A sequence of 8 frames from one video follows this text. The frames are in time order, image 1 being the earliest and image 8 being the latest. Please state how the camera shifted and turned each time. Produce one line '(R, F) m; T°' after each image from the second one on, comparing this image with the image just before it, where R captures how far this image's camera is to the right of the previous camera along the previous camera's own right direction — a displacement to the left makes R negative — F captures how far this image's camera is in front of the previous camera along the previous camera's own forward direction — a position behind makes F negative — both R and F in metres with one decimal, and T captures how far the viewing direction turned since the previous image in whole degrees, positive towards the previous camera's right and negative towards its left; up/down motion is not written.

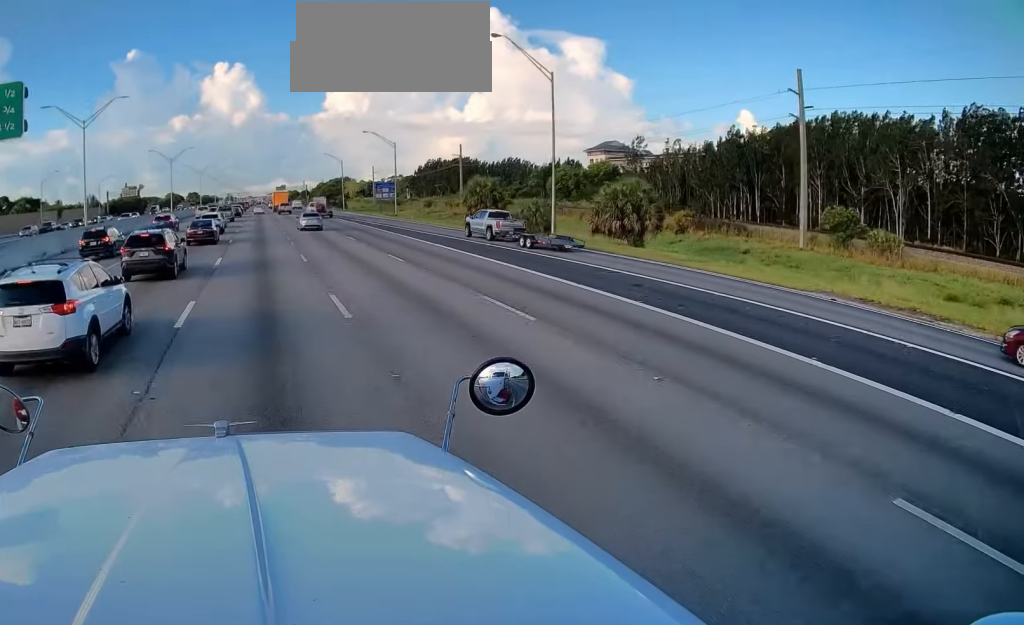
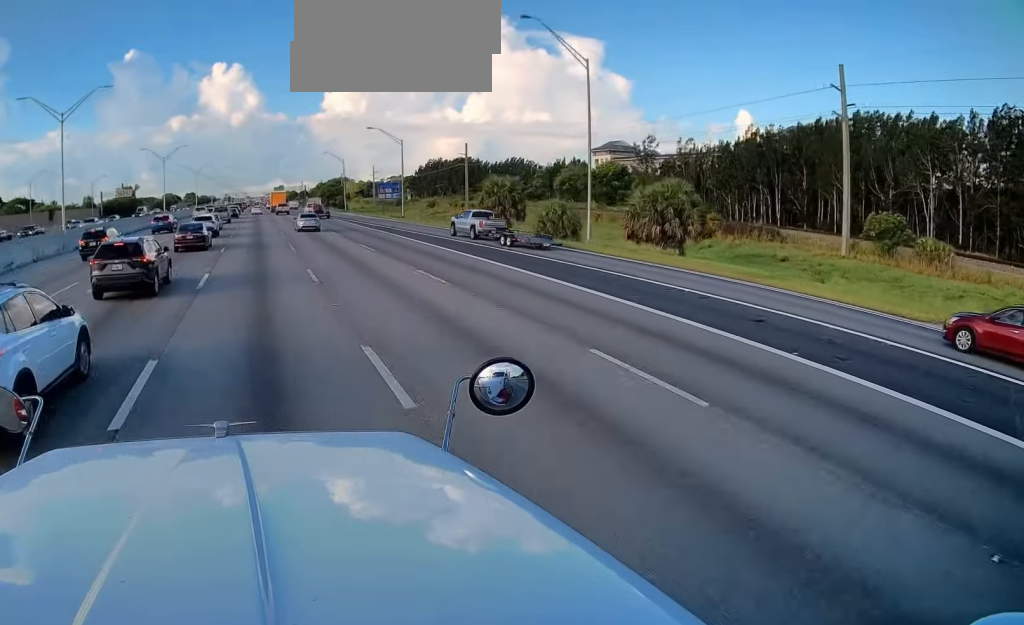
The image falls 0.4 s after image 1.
(-0.1, +5.0) m; 0°
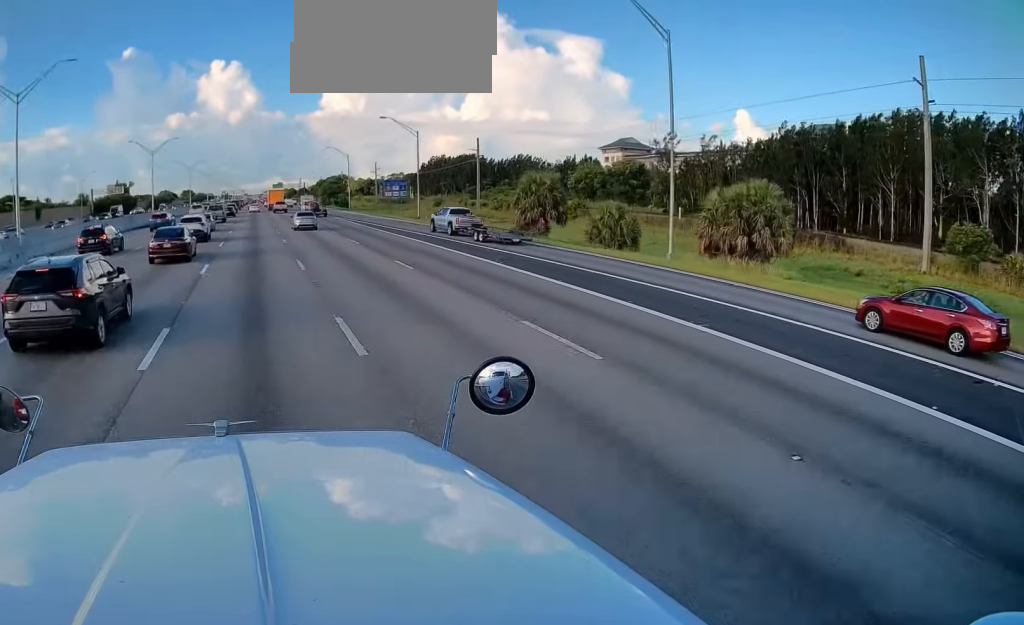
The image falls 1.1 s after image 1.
(+0.1, +8.6) m; +1°
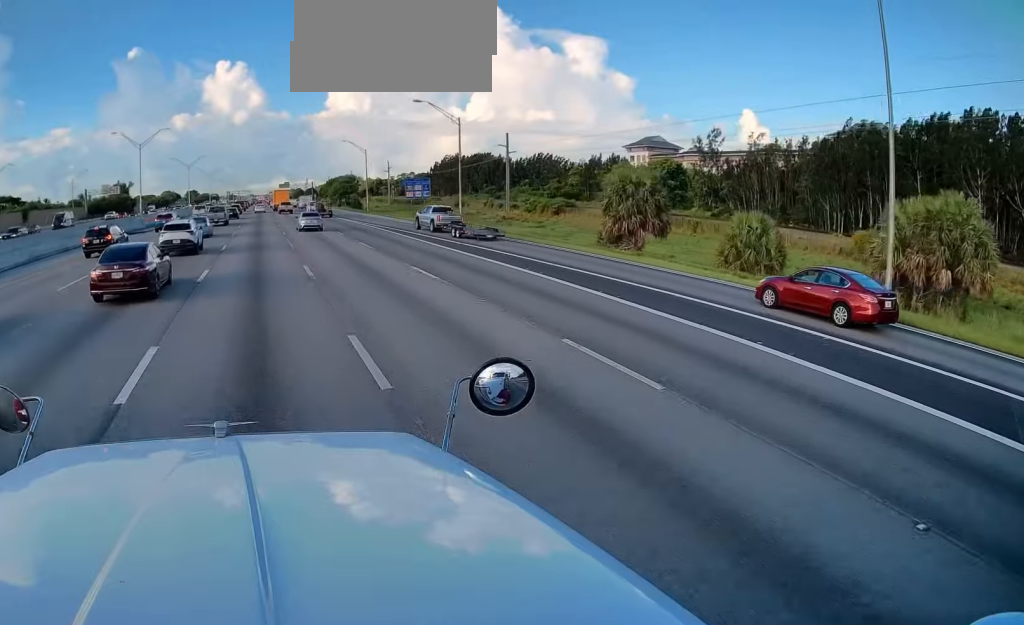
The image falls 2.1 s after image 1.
(+0.1, +12.8) m; 0°
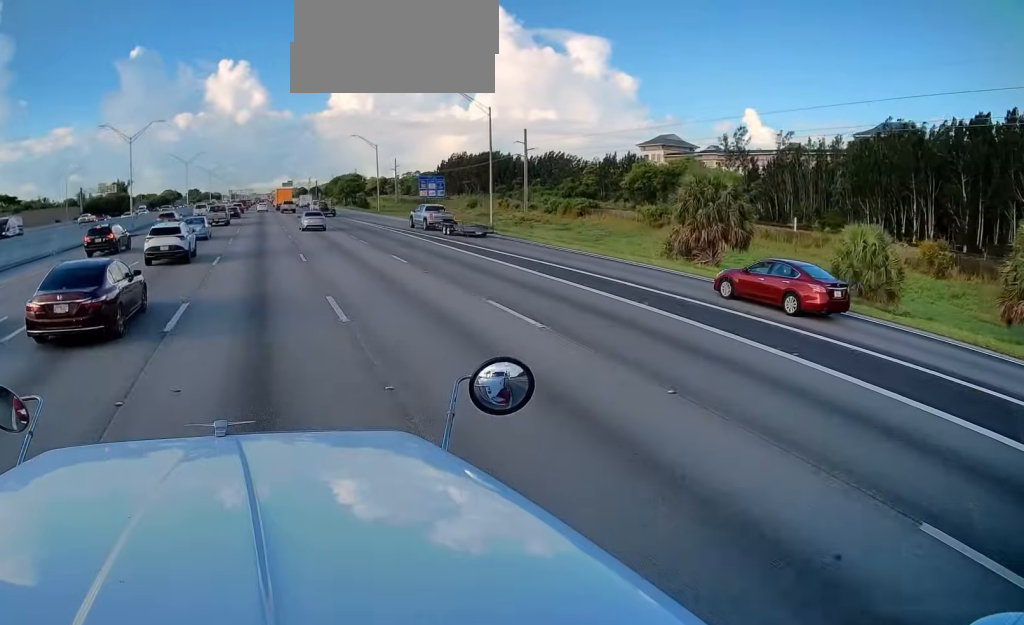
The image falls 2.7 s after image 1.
(0.0, +7.9) m; -1°
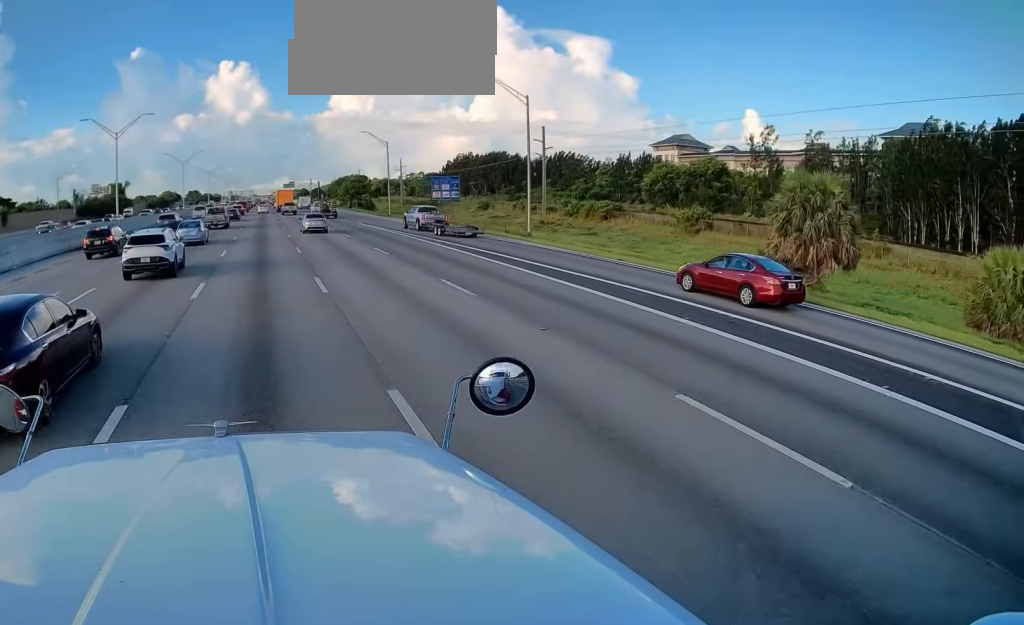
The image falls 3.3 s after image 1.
(-0.2, +7.5) m; 0°
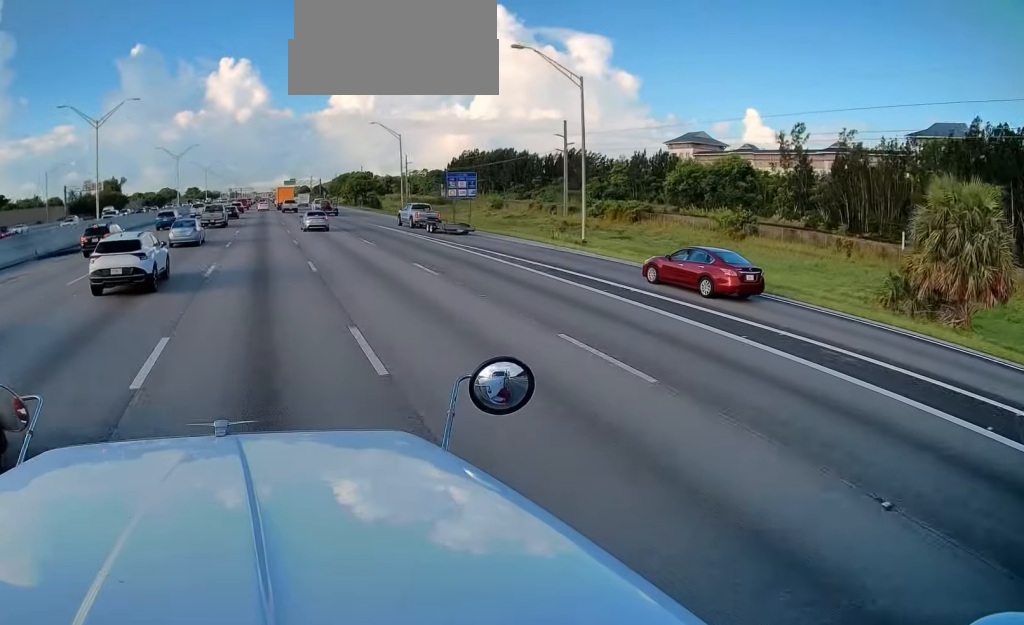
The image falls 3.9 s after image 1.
(-0.1, +7.6) m; 0°
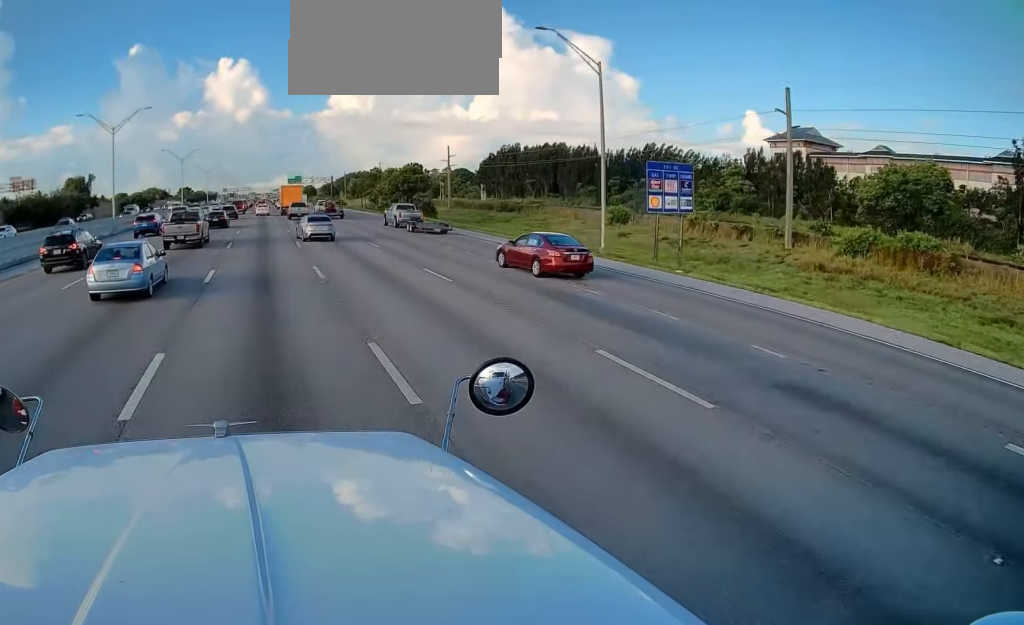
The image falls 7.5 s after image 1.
(-0.1, +50.0) m; 0°
